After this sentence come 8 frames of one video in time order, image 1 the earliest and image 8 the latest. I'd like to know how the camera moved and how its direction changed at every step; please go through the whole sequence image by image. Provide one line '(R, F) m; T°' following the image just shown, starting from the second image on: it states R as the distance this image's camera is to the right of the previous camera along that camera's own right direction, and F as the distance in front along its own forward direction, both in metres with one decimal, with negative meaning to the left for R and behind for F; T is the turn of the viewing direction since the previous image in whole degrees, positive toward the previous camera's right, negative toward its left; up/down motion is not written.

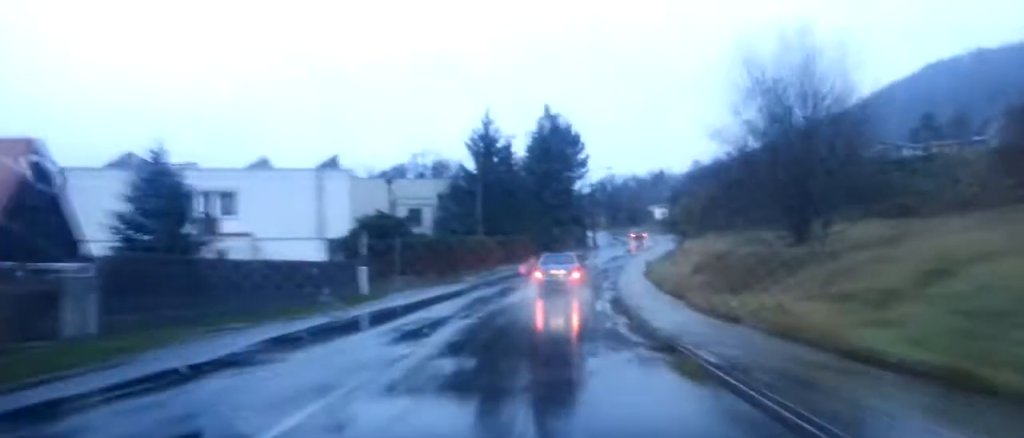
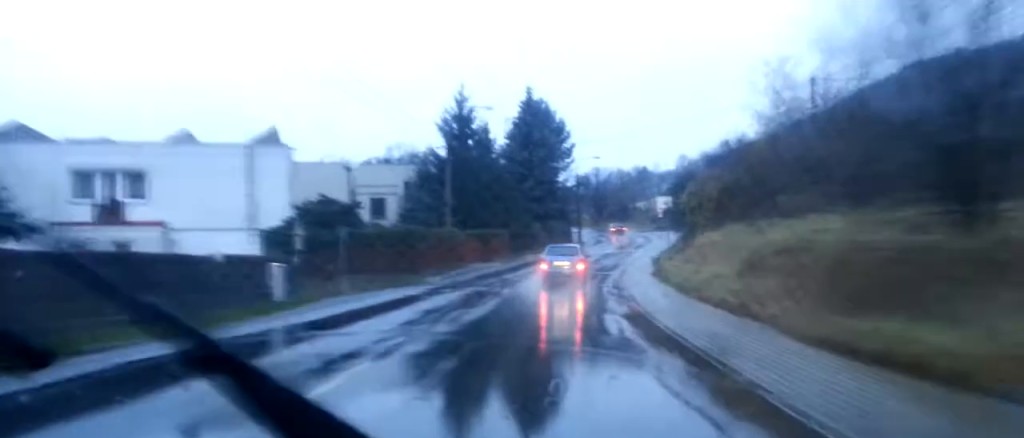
(+0.1, +7.9) m; +2°
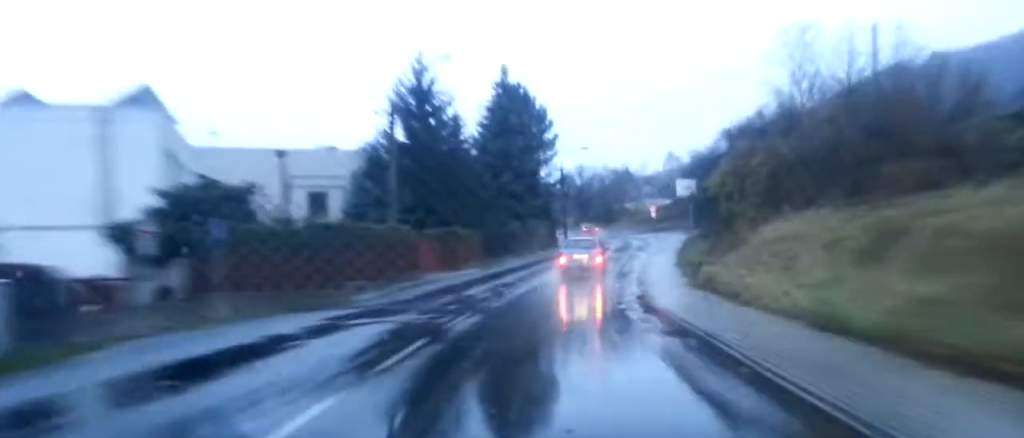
(0.0, +10.9) m; +3°
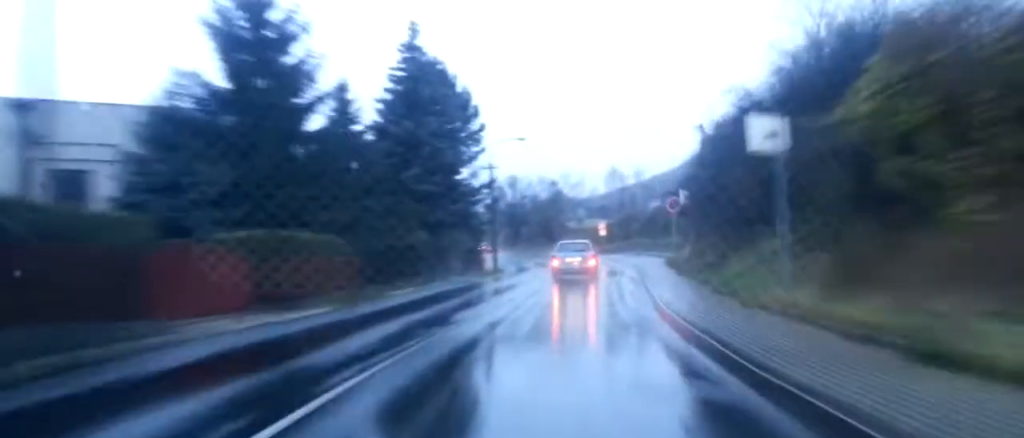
(+1.3, +18.1) m; +7°
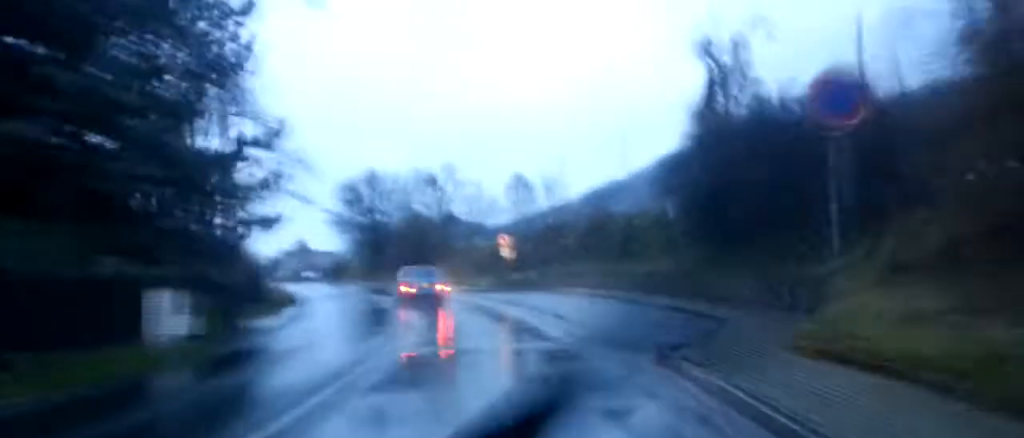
(+2.3, +32.7) m; +5°
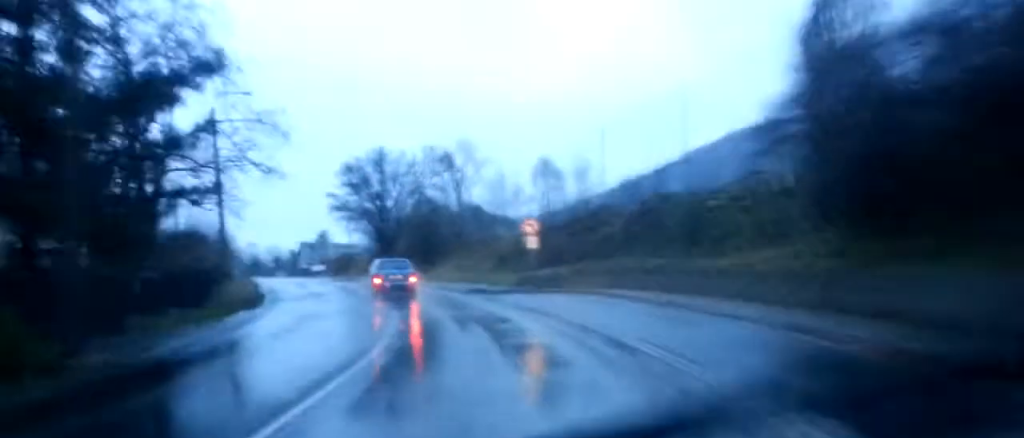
(0.0, +8.6) m; -1°
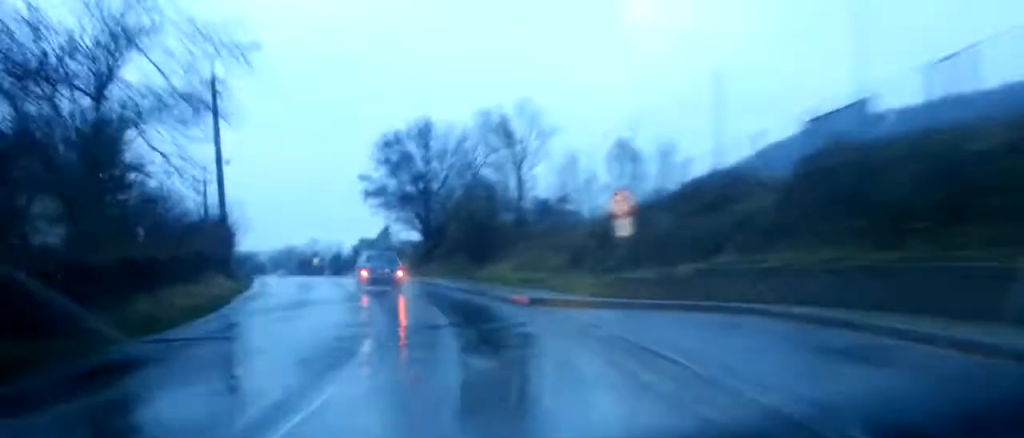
(+0.1, +11.4) m; -5°
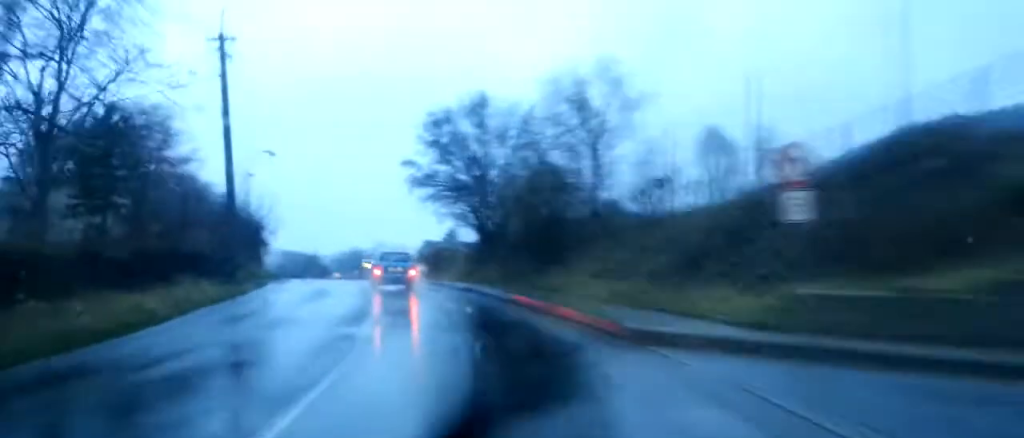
(-0.6, +8.5) m; -3°
